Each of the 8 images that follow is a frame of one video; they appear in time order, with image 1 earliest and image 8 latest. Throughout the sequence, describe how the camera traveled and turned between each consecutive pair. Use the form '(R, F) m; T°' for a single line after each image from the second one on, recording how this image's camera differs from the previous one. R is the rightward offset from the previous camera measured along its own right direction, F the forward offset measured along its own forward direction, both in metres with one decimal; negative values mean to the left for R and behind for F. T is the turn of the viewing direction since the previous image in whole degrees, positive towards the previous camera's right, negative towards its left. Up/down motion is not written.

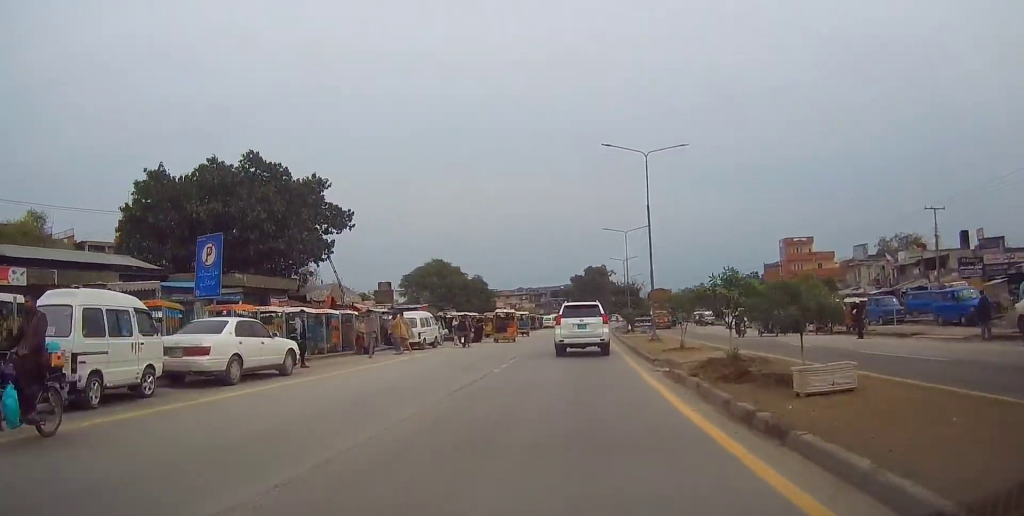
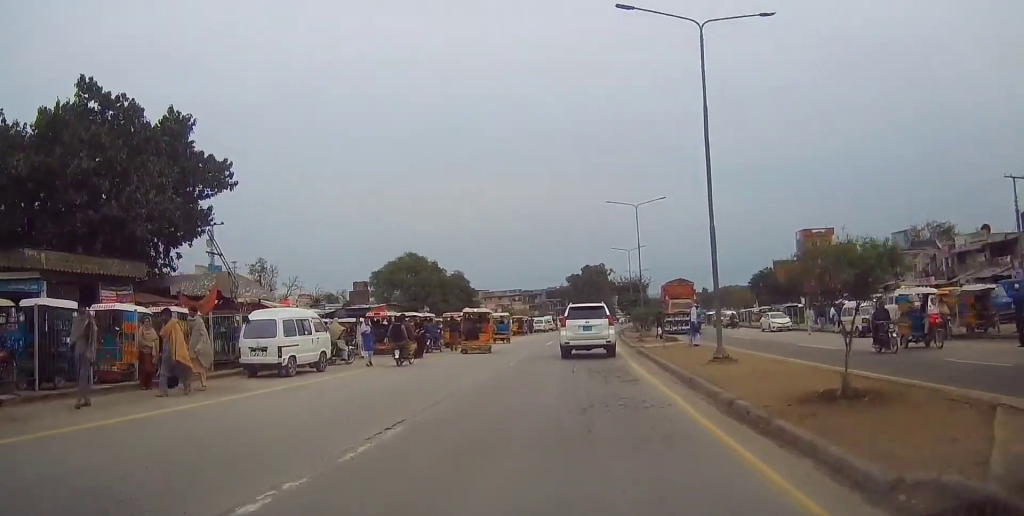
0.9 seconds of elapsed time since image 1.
(0.0, +14.6) m; 0°
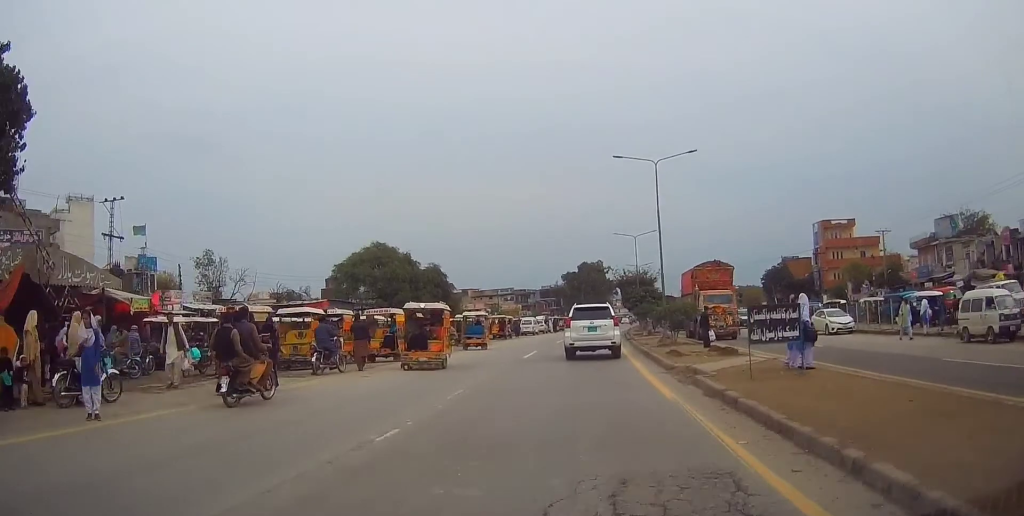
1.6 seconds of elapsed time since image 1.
(0.0, +12.8) m; 0°
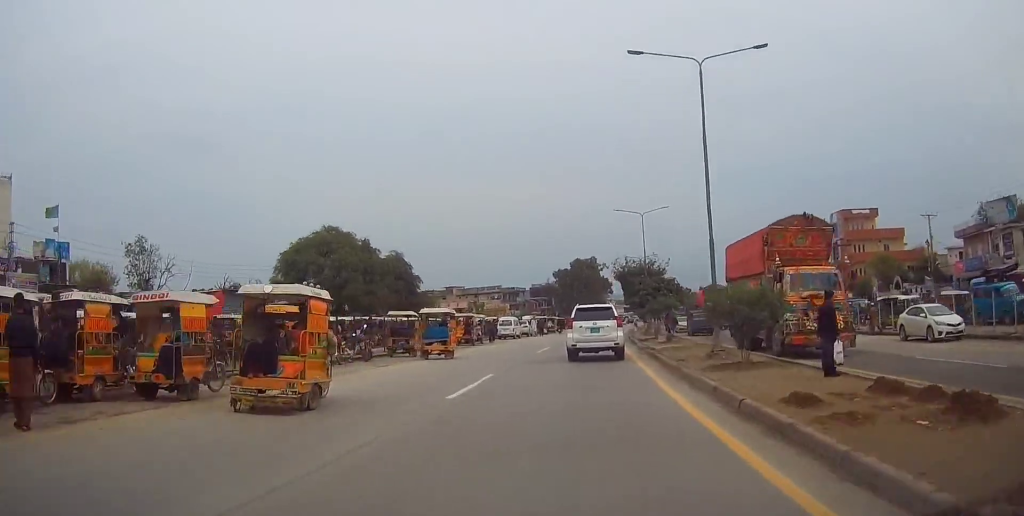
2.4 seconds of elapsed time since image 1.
(-0.1, +13.2) m; +1°
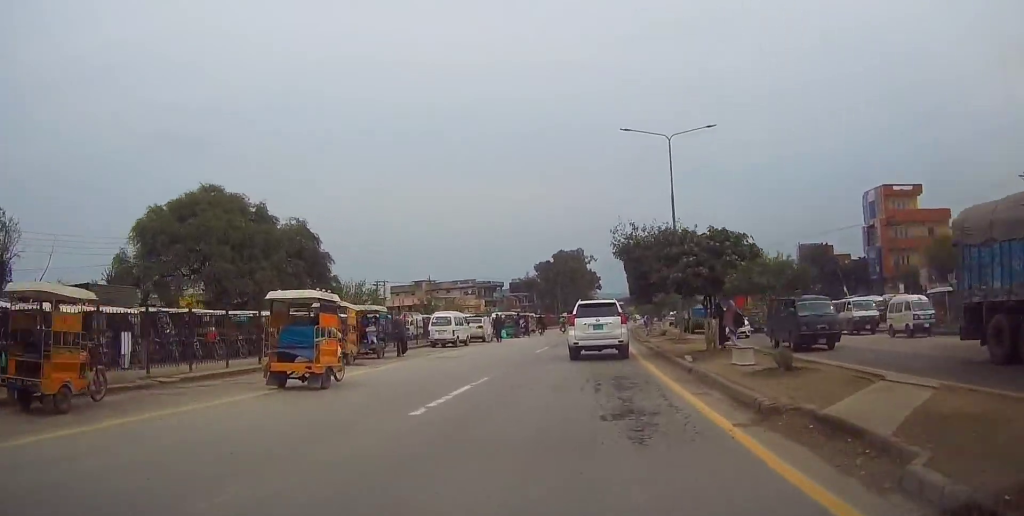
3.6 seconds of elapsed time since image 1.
(+0.6, +20.1) m; +2°
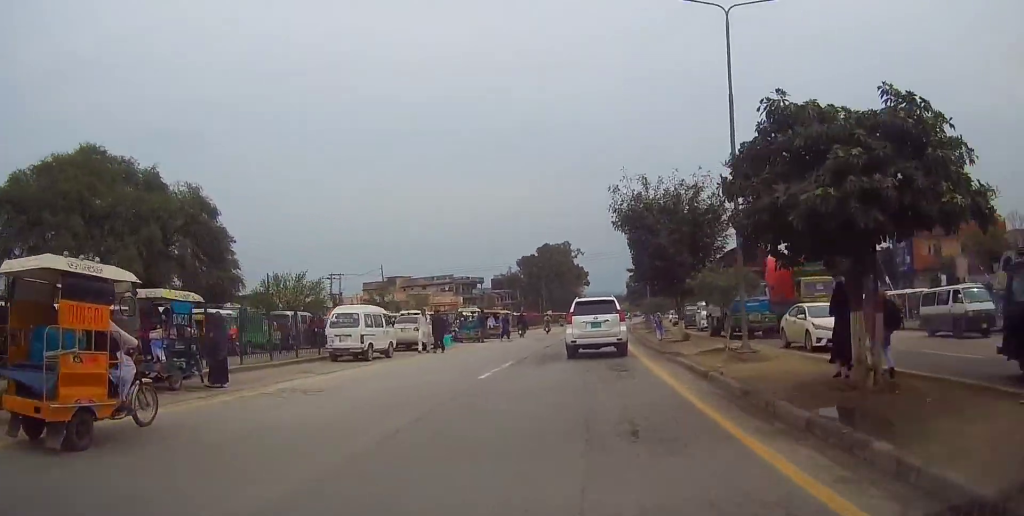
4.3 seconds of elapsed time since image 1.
(0.0, +12.2) m; 0°
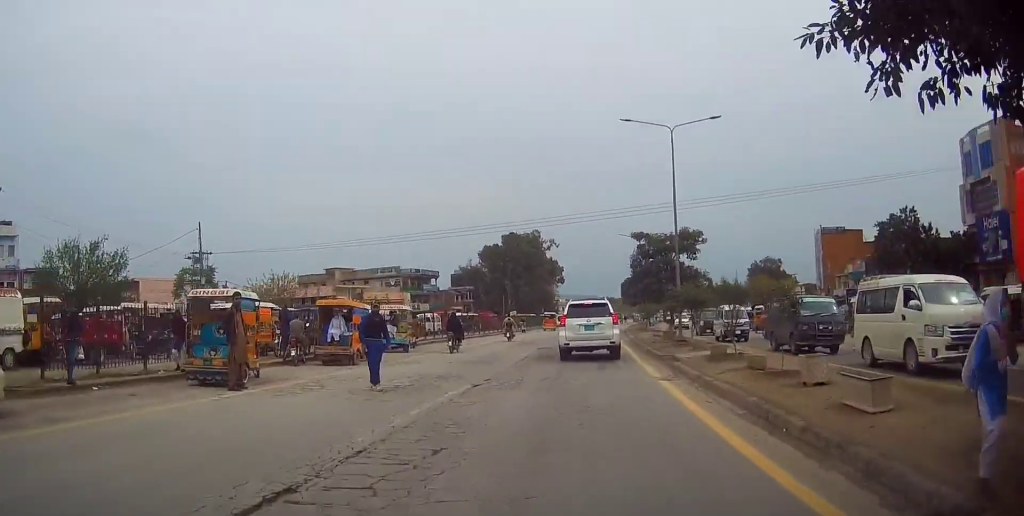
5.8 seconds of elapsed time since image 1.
(+0.4, +25.1) m; +3°
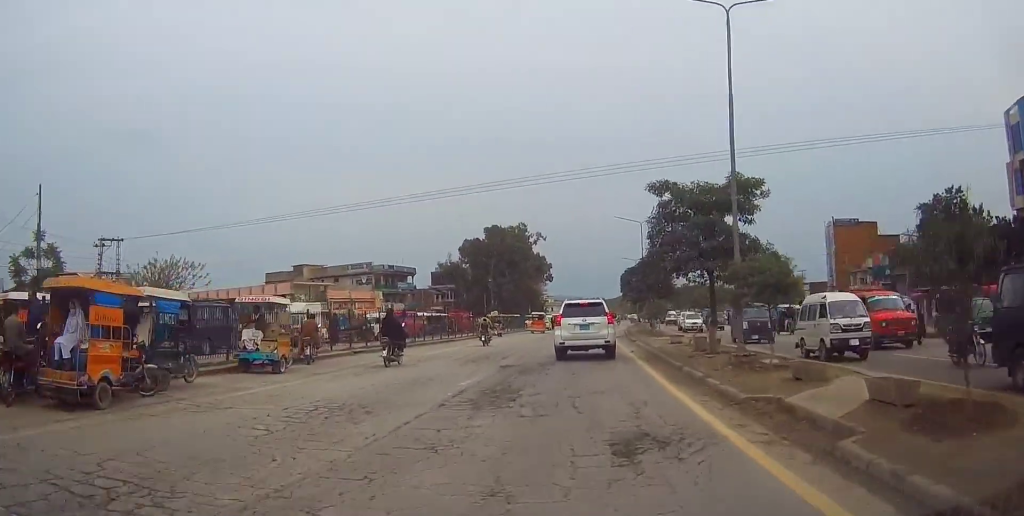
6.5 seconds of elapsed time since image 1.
(+0.4, +11.1) m; +1°
